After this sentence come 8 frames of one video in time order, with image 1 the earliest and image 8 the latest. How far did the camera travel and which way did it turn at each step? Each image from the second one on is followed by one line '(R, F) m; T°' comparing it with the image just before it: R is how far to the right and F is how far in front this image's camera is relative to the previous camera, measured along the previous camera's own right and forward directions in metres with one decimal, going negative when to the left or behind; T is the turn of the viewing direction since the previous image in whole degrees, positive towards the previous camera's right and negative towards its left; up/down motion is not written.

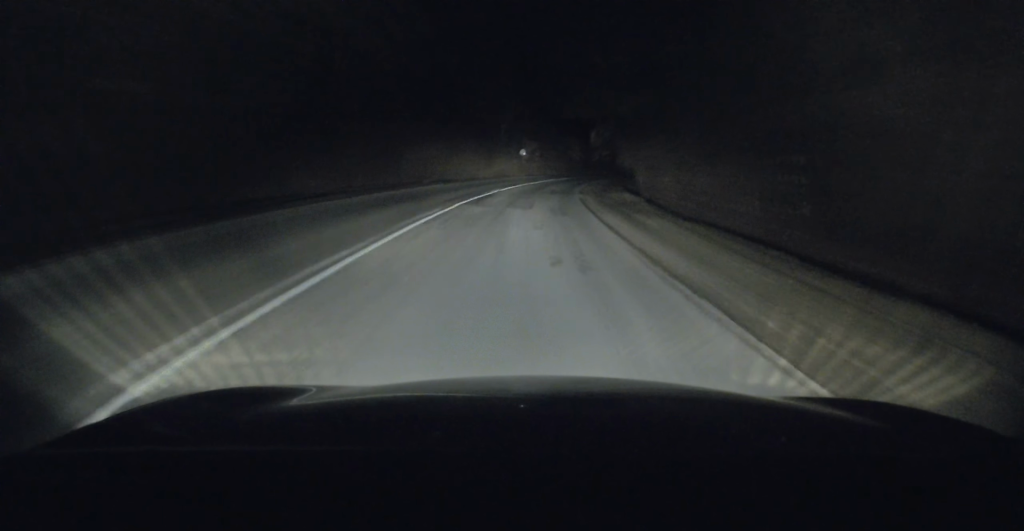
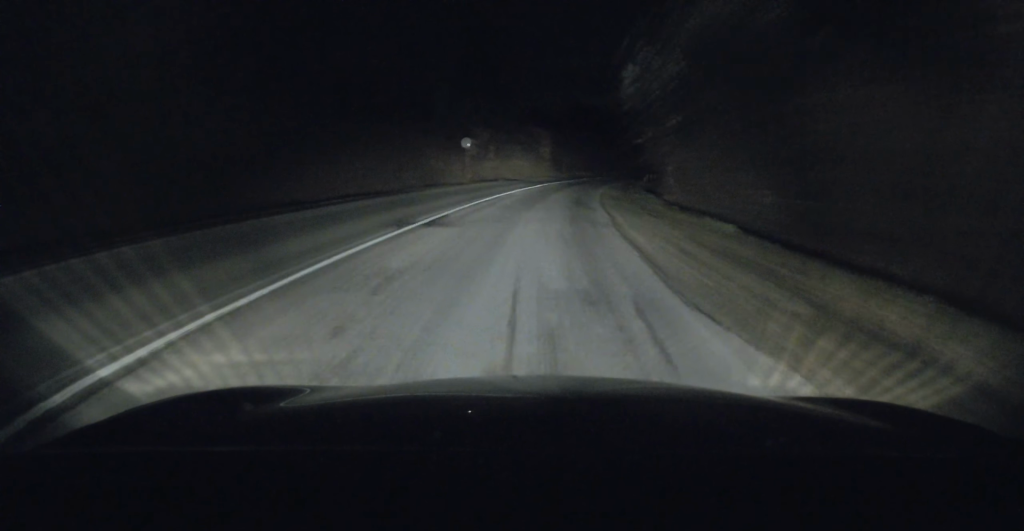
(+1.1, +28.9) m; +5°
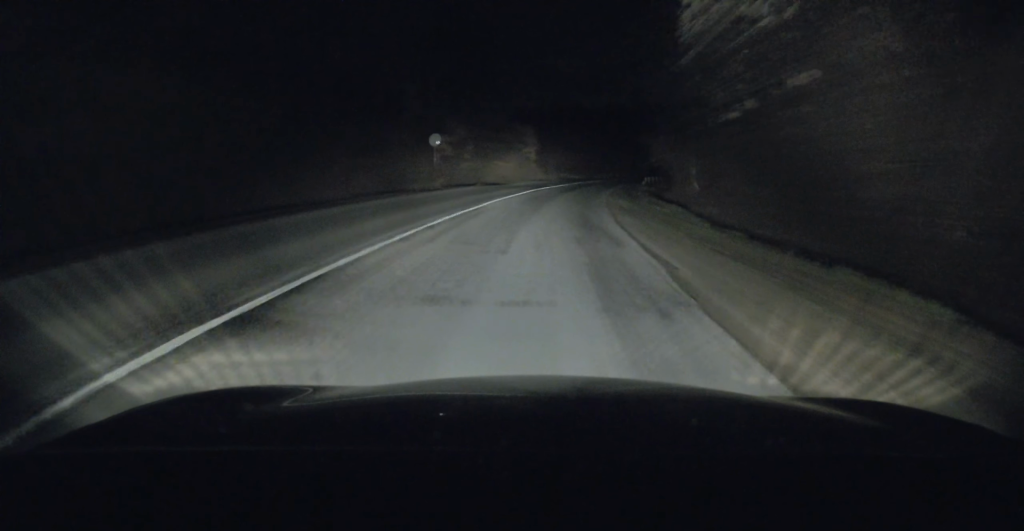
(-0.1, +8.2) m; +2°
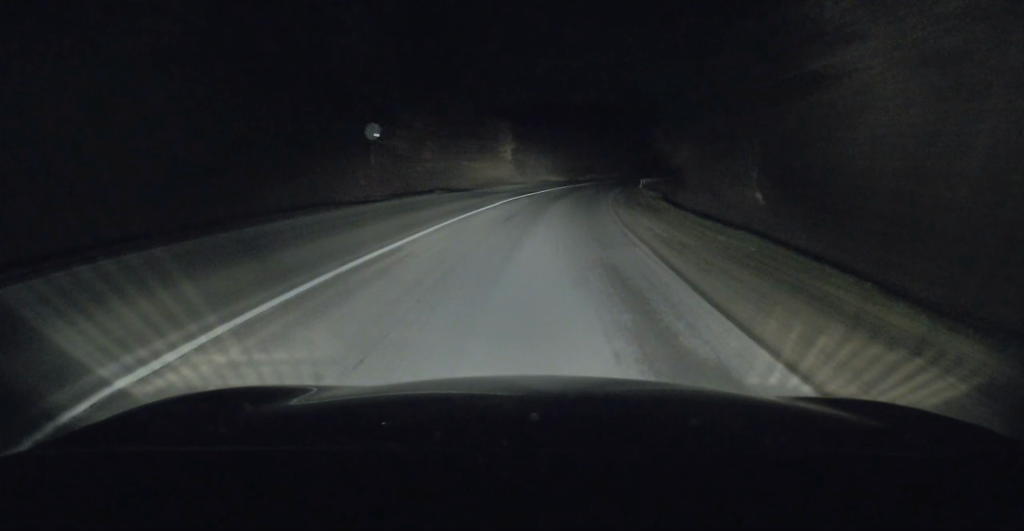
(+0.3, +10.0) m; +2°
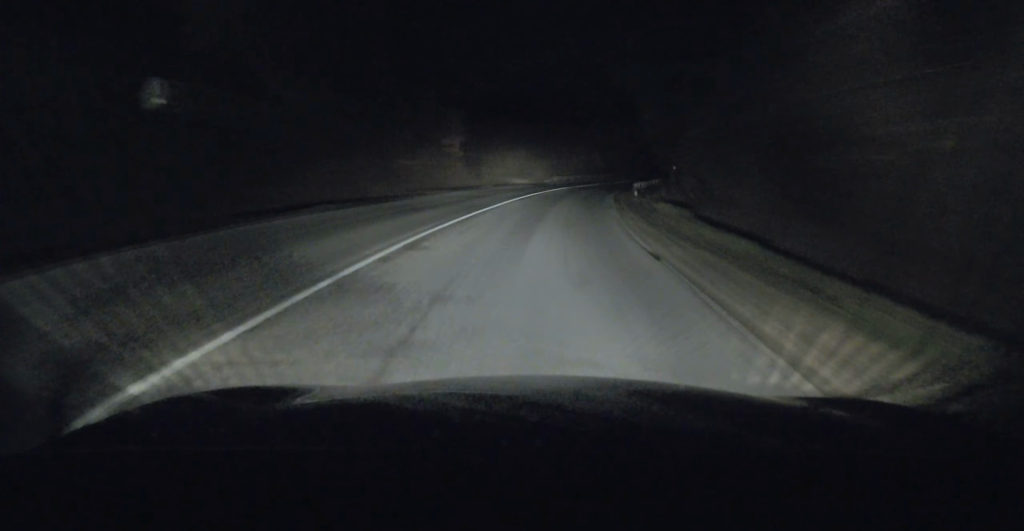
(+0.4, +14.4) m; +4°
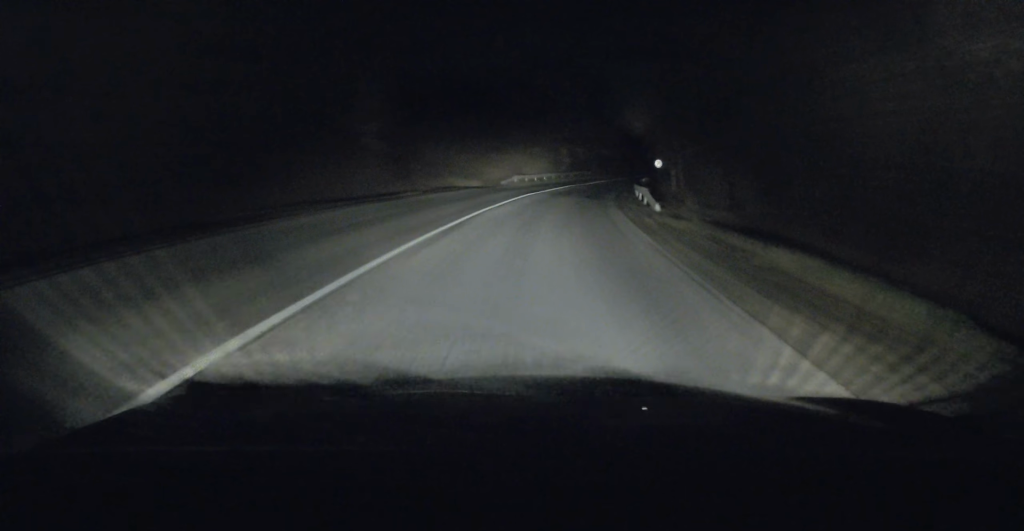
(+0.5, +15.6) m; +3°
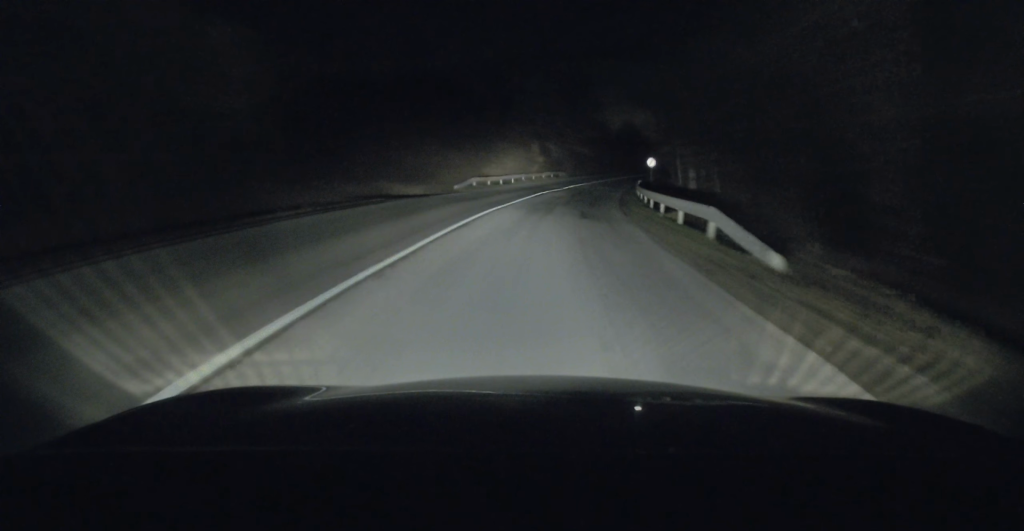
(+0.3, +12.5) m; +3°
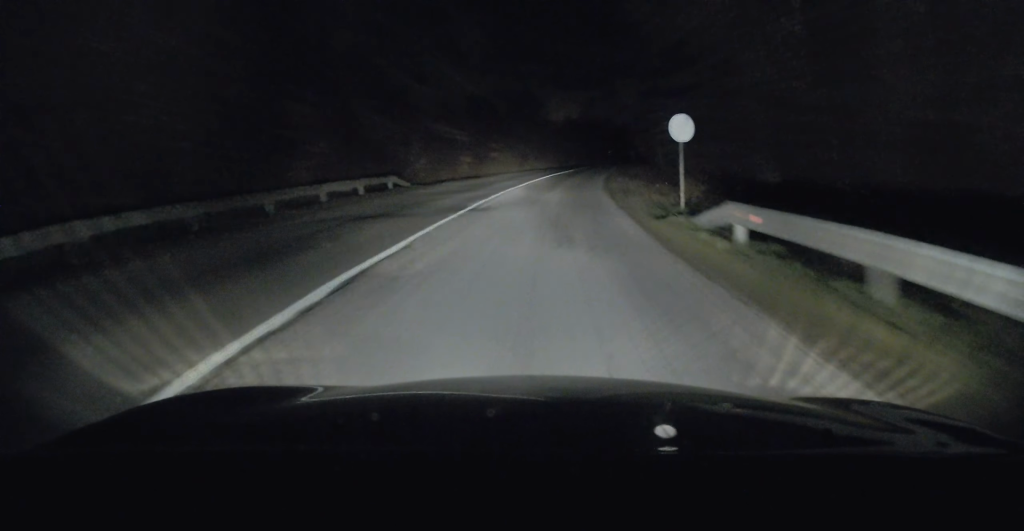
(+3.8, +41.8) m; +10°
